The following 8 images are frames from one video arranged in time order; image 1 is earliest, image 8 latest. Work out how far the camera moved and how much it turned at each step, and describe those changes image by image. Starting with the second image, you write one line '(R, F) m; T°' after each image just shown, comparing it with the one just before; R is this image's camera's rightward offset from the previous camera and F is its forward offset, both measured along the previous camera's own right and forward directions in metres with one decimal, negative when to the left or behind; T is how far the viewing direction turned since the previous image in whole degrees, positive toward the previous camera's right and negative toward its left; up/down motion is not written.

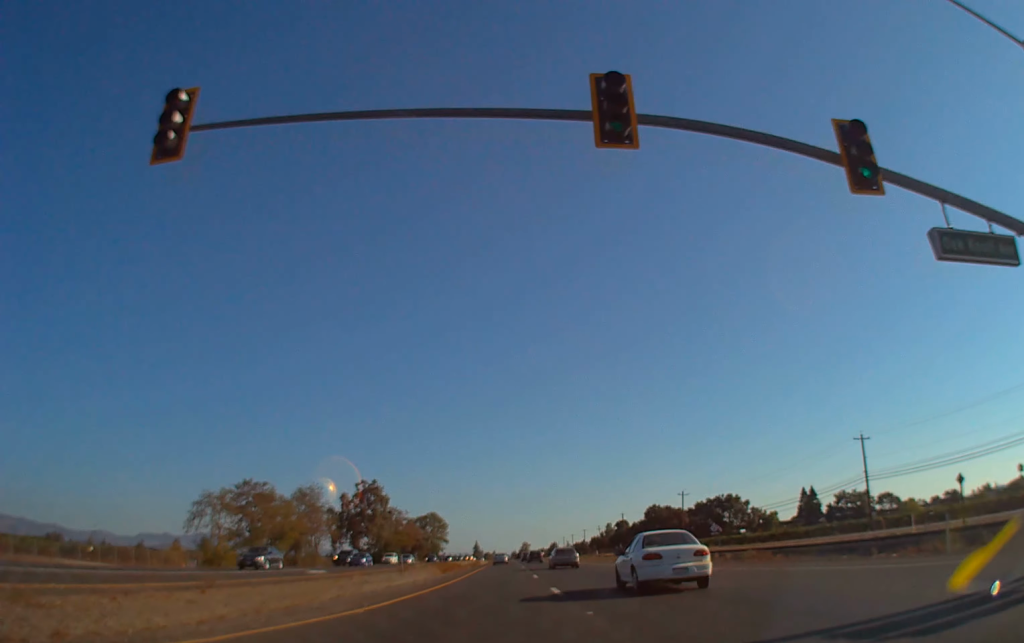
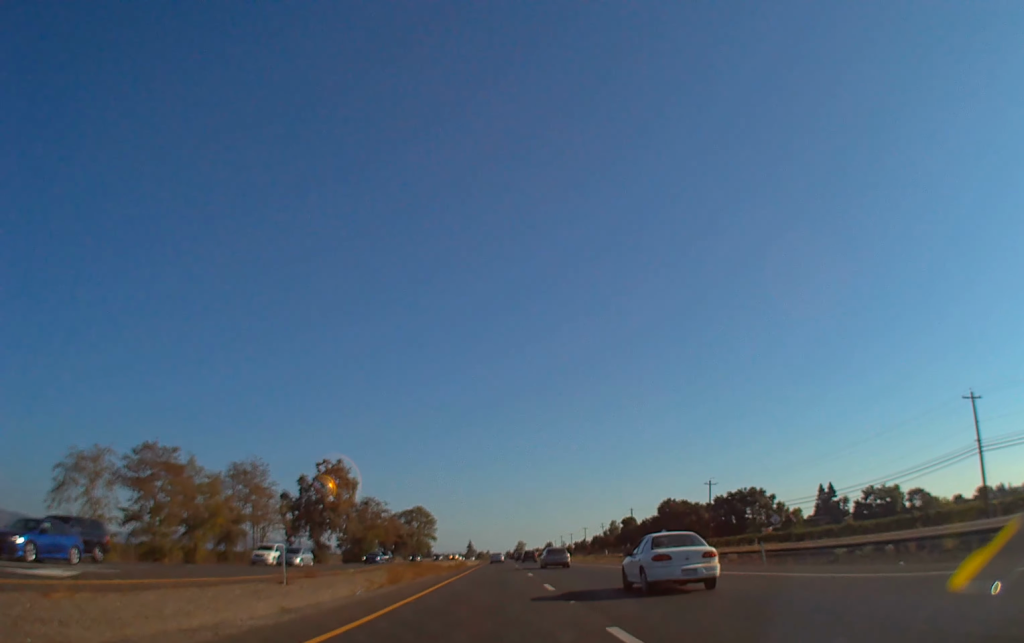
(-0.3, +27.2) m; +1°
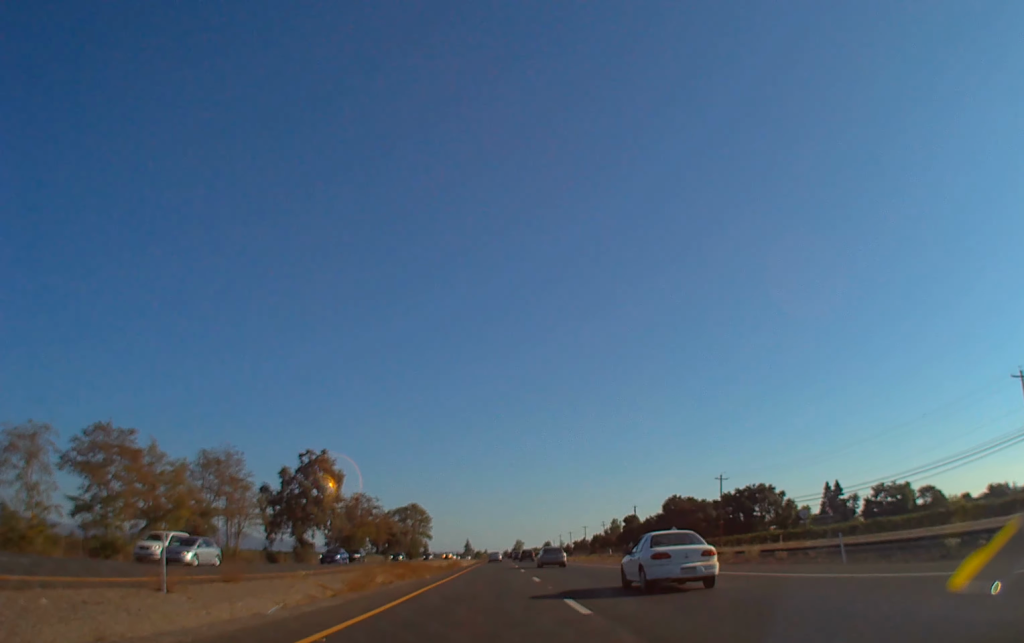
(+0.1, +8.9) m; +1°
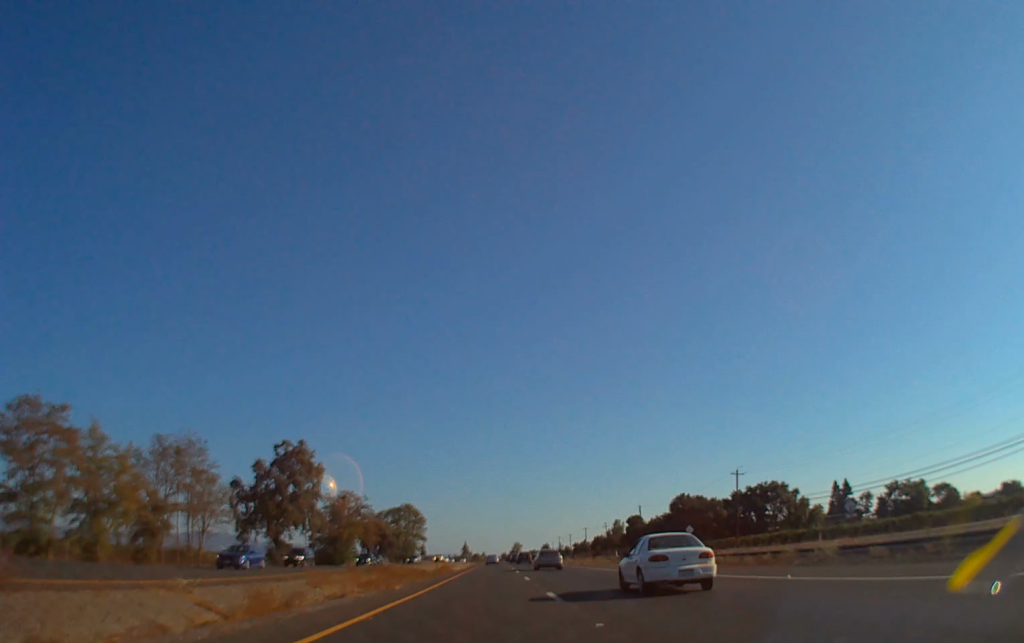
(+0.1, +11.0) m; 0°
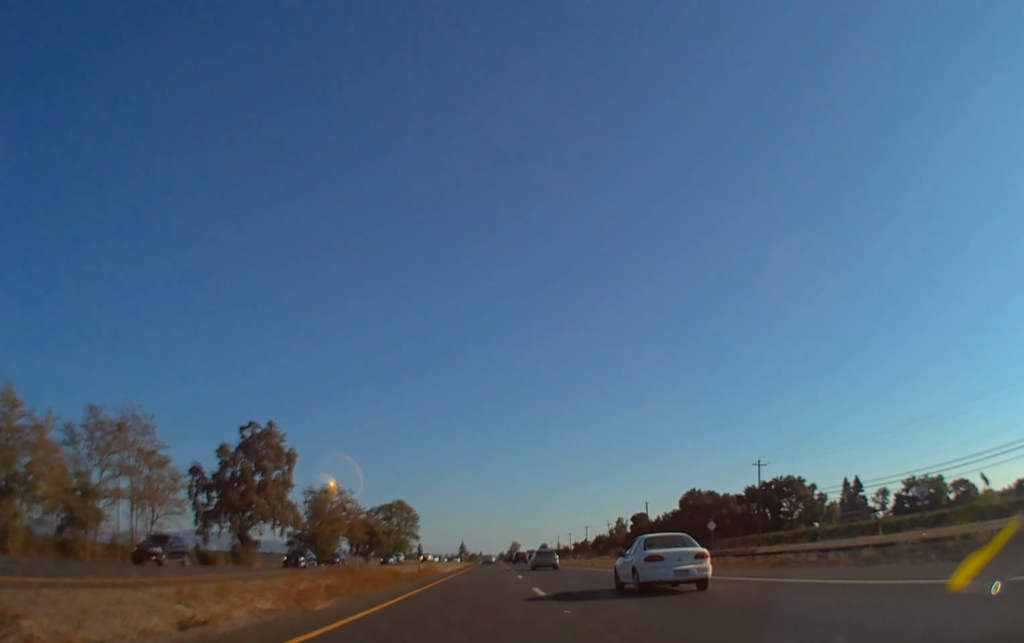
(+0.2, +12.3) m; -1°
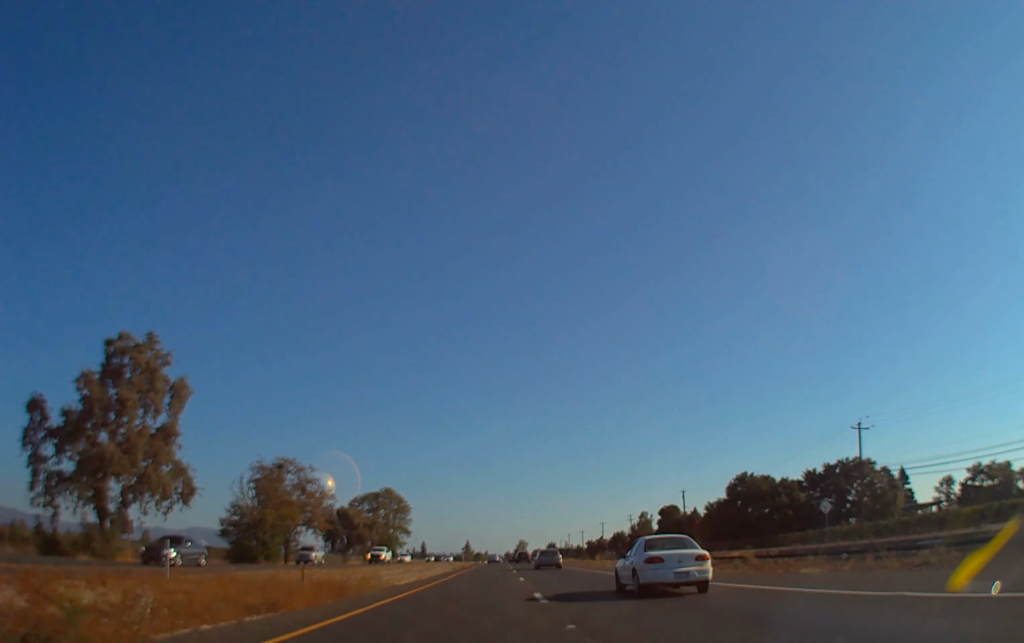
(-0.1, +32.6) m; 0°
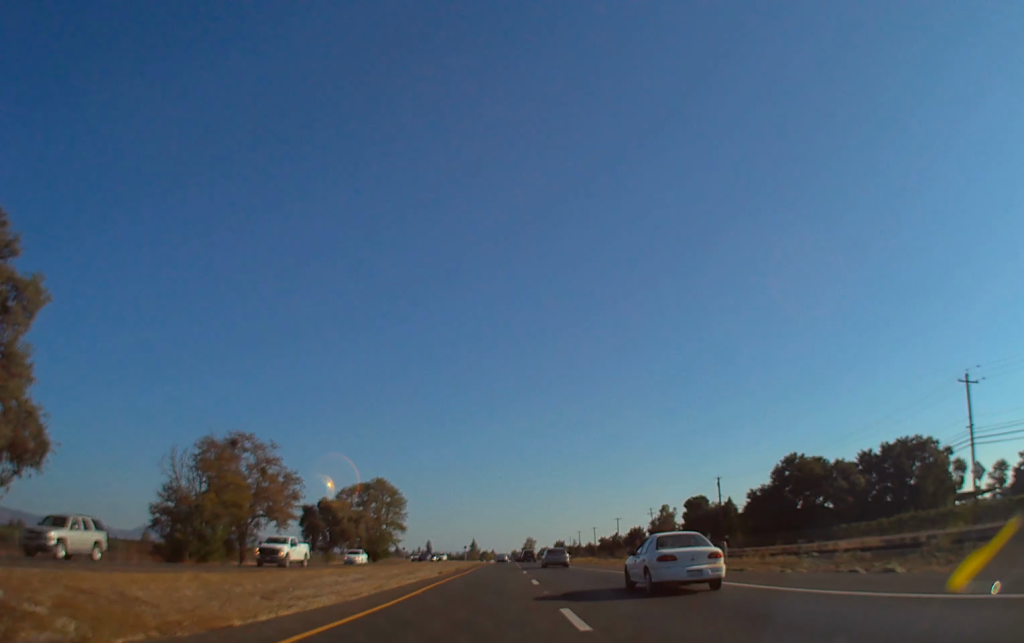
(-0.1, +21.0) m; -2°
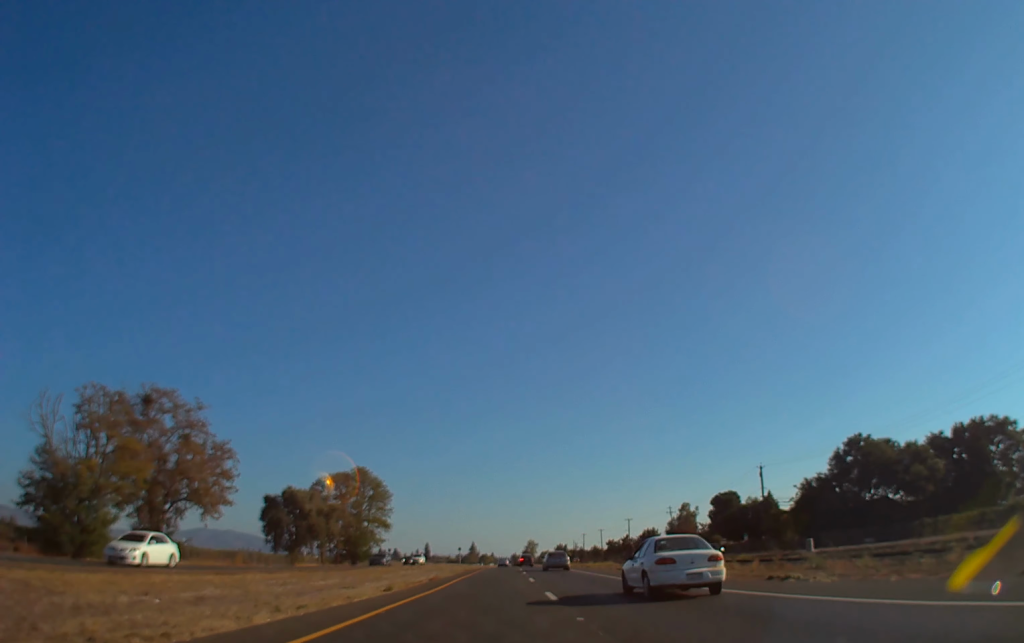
(-0.8, +22.1) m; 0°
